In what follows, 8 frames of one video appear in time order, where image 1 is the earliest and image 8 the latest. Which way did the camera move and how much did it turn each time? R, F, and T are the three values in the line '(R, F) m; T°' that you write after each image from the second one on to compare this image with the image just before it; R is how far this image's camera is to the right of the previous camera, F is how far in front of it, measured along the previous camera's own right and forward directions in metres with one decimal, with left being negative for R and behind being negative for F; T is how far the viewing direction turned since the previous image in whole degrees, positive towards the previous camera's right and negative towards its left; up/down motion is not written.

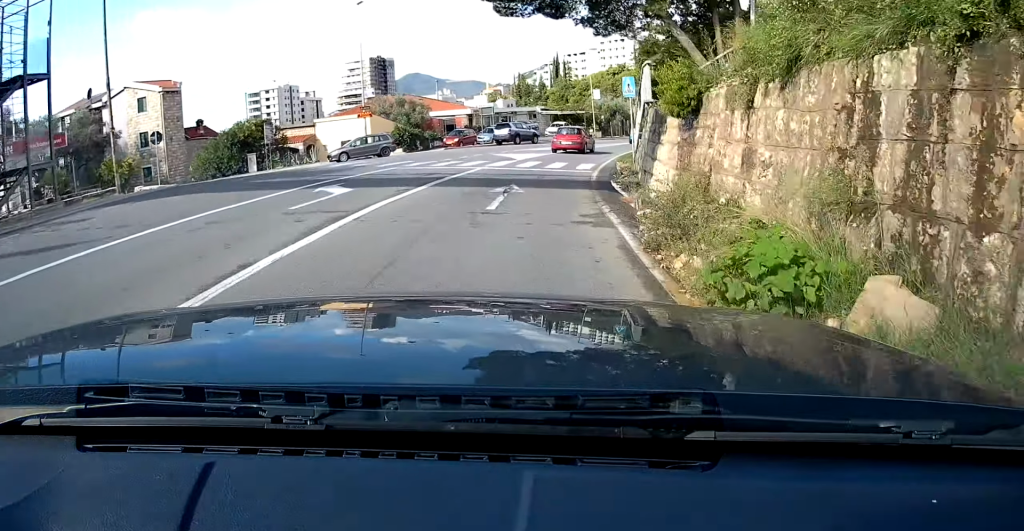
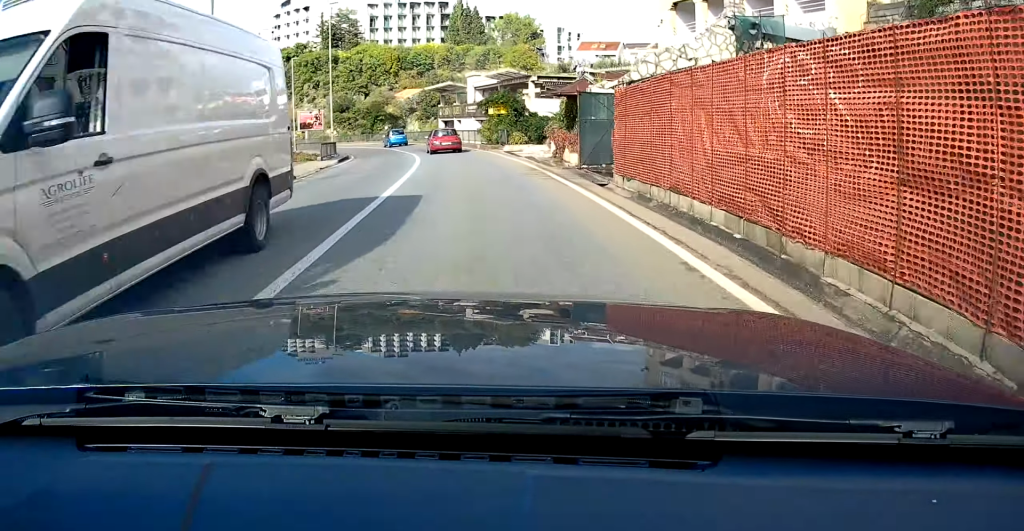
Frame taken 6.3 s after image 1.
(+22.7, +80.9) m; +18°
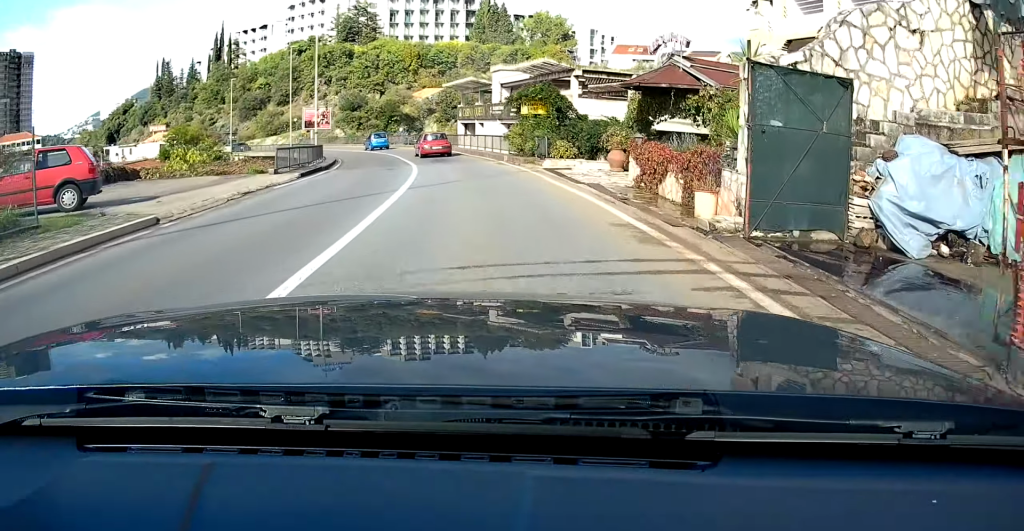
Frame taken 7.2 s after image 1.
(+0.1, +10.9) m; -2°
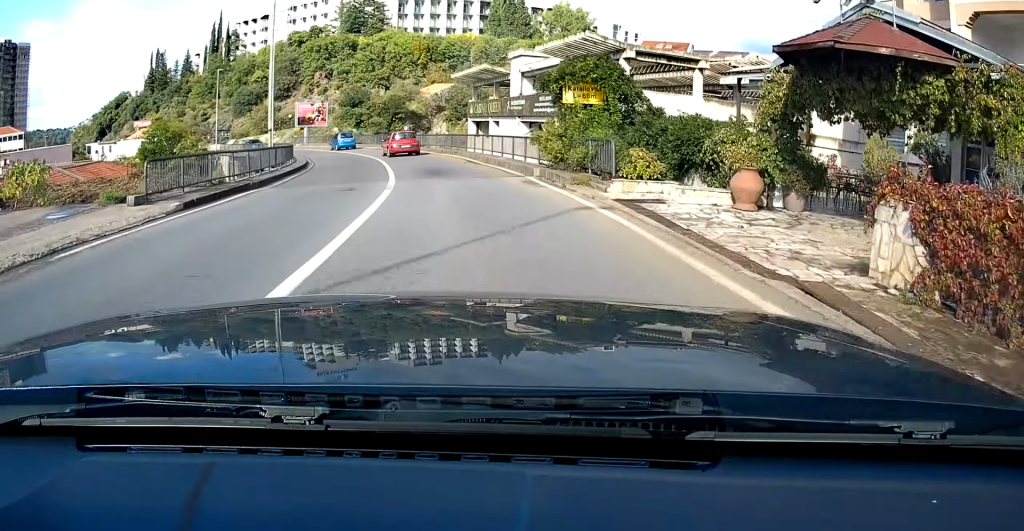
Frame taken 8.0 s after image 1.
(-0.3, +10.5) m; -3°
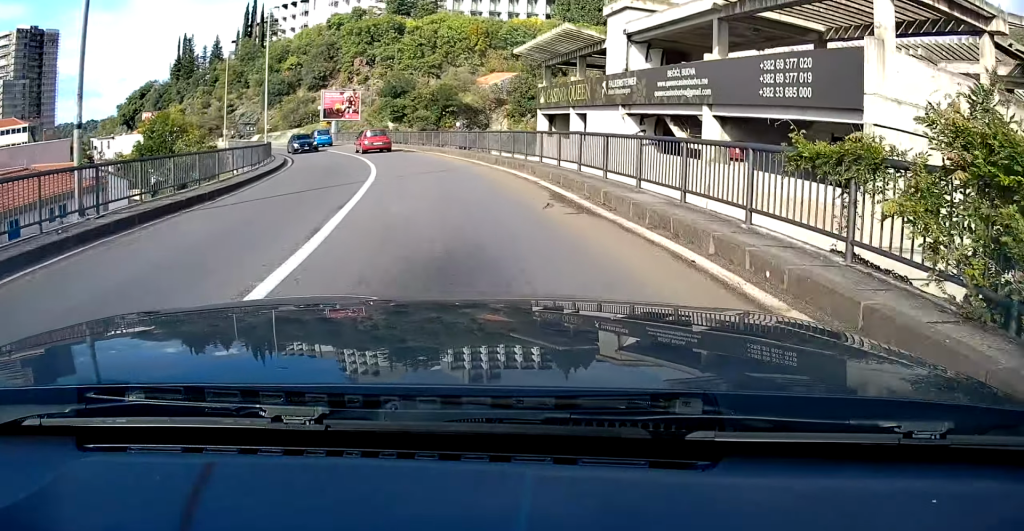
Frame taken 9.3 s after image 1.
(-0.4, +16.6) m; -6°
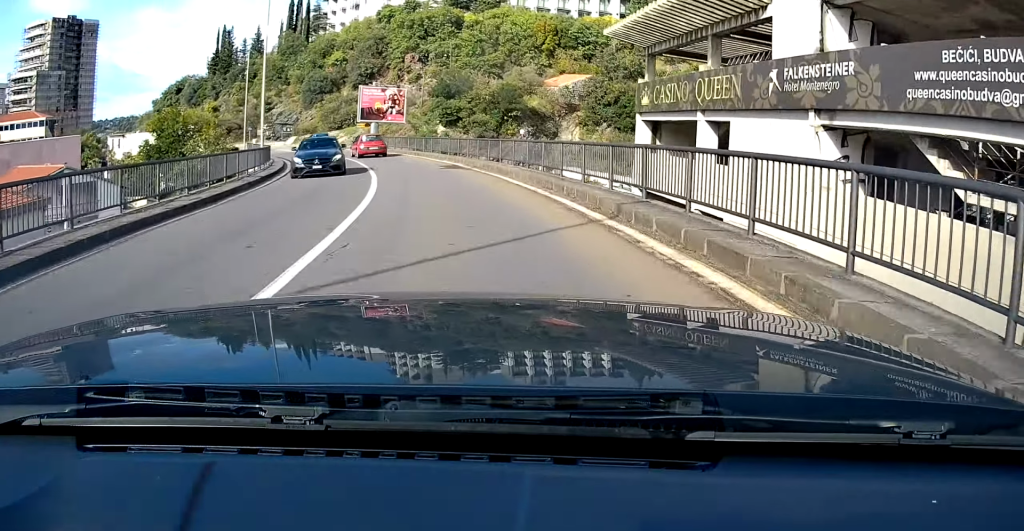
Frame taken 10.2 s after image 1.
(-0.9, +12.2) m; -5°
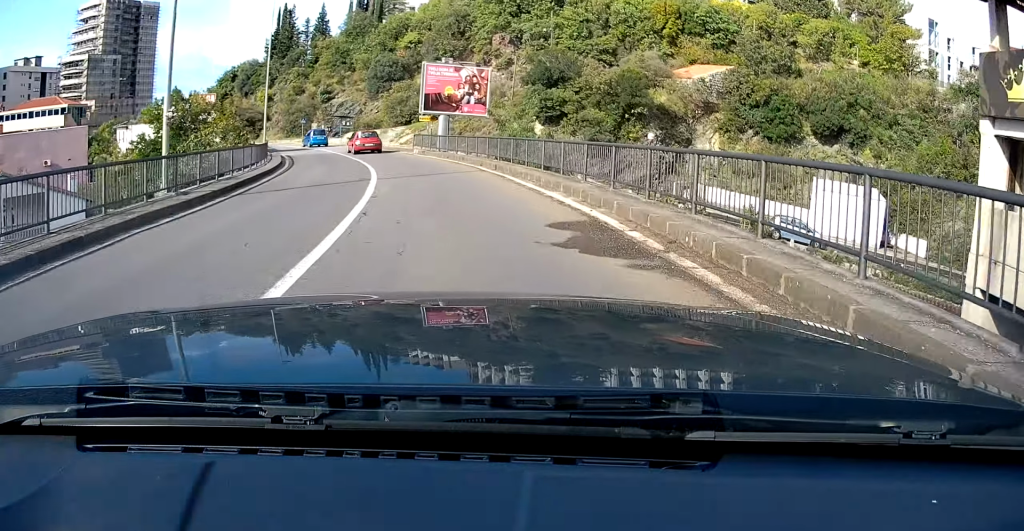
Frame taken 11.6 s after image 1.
(-0.9, +18.2) m; -8°
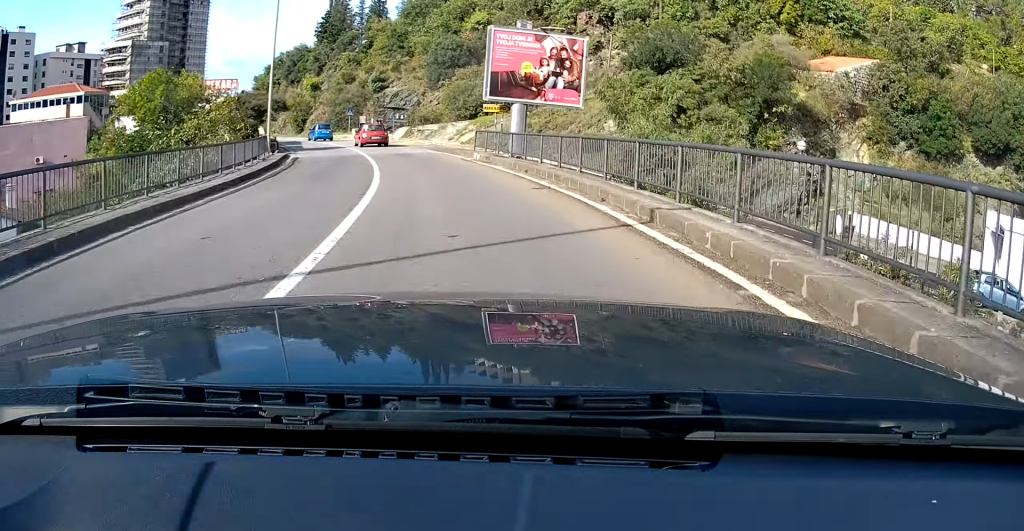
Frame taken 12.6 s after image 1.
(-1.0, +12.9) m; -5°
